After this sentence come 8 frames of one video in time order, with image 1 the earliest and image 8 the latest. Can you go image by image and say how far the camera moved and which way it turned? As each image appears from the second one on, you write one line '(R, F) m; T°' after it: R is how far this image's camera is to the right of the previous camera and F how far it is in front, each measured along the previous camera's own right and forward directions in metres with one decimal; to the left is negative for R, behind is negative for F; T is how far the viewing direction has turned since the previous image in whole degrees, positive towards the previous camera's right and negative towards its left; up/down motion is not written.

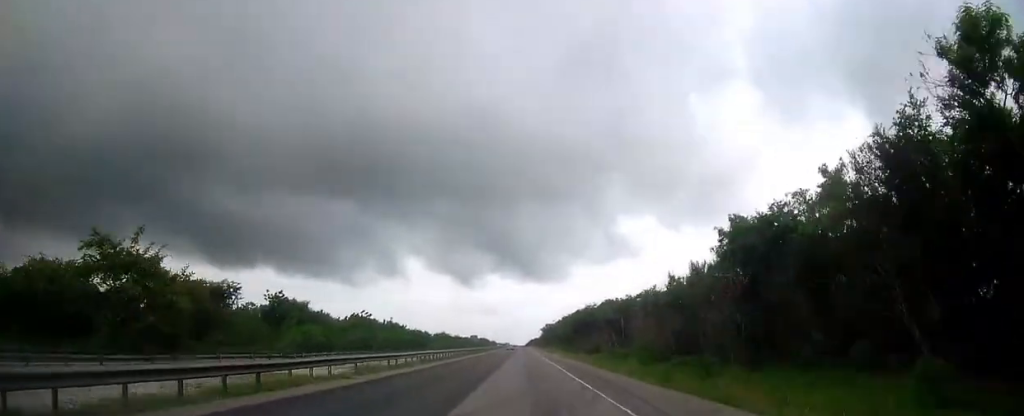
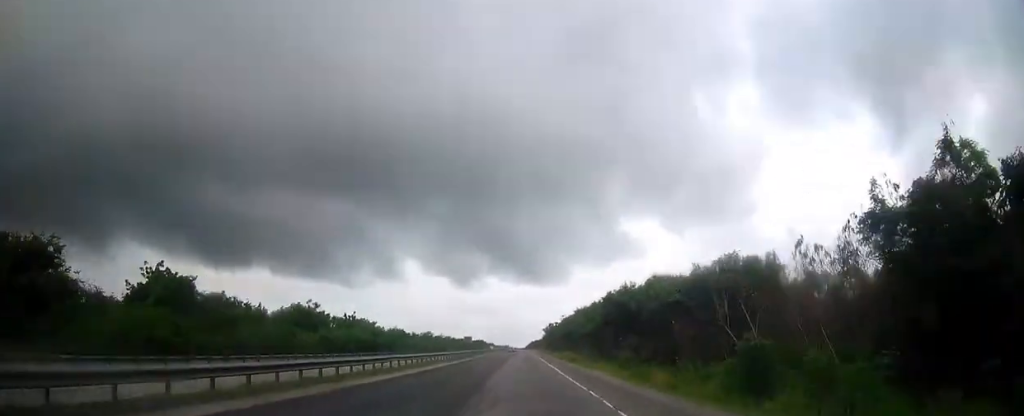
(+0.1, +36.9) m; 0°
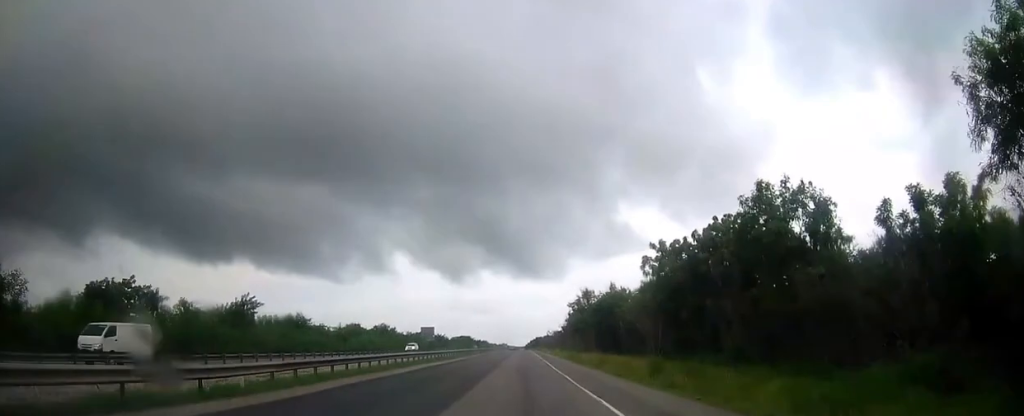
(-0.5, +139.5) m; 0°
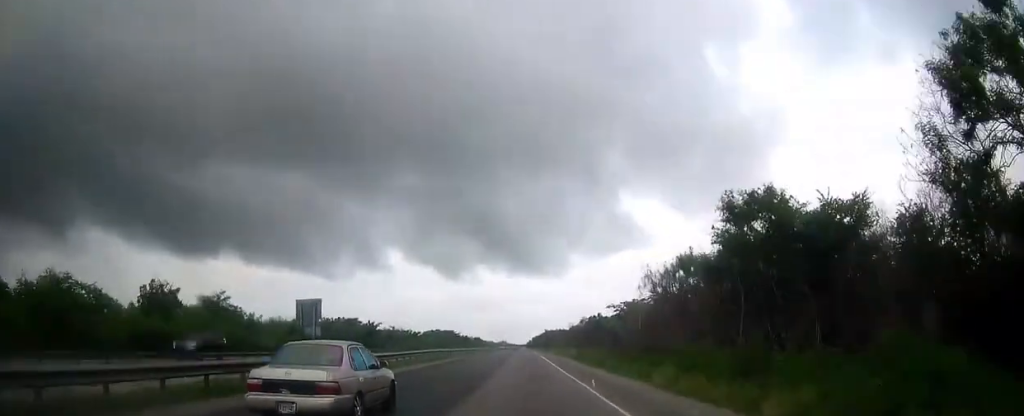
(+0.1, +109.2) m; 0°
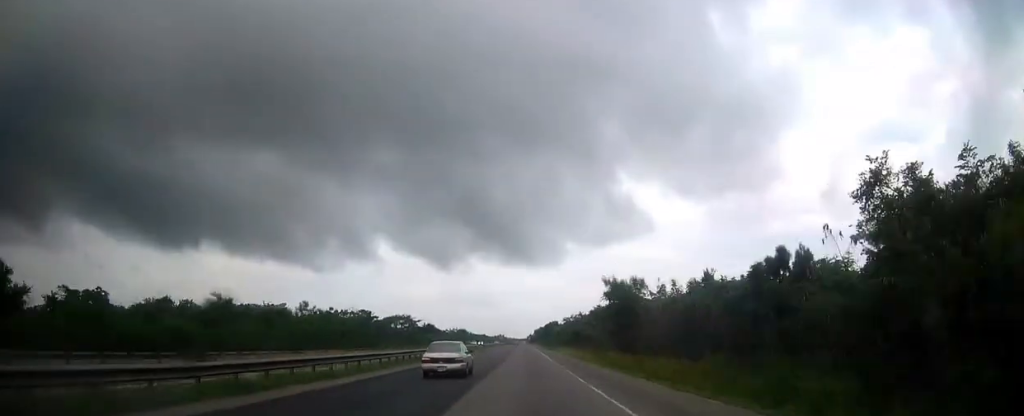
(-0.3, +123.6) m; 0°
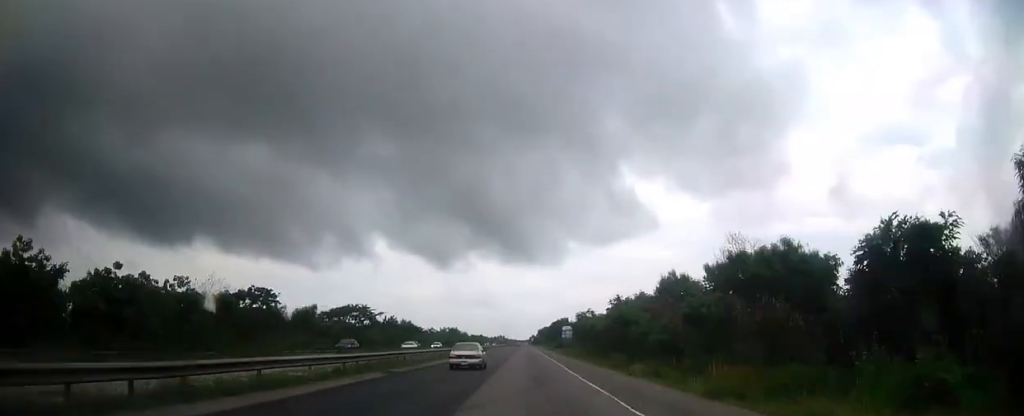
(0.0, +57.6) m; 0°
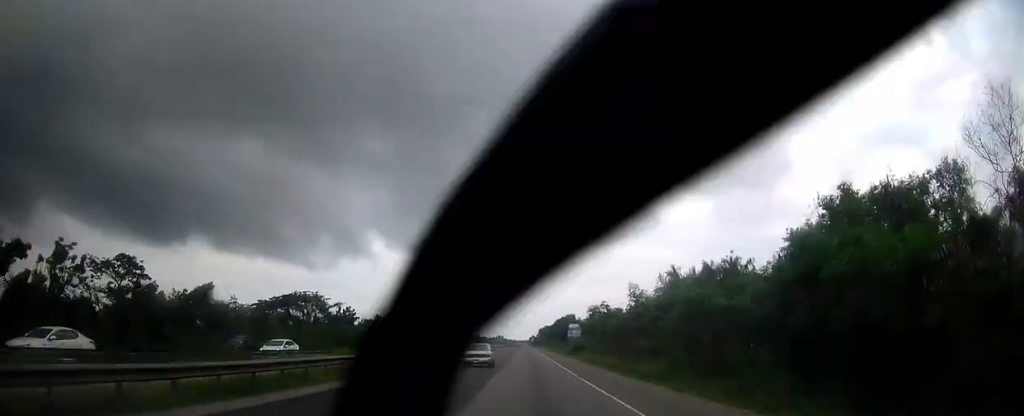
(+0.1, +34.4) m; 0°
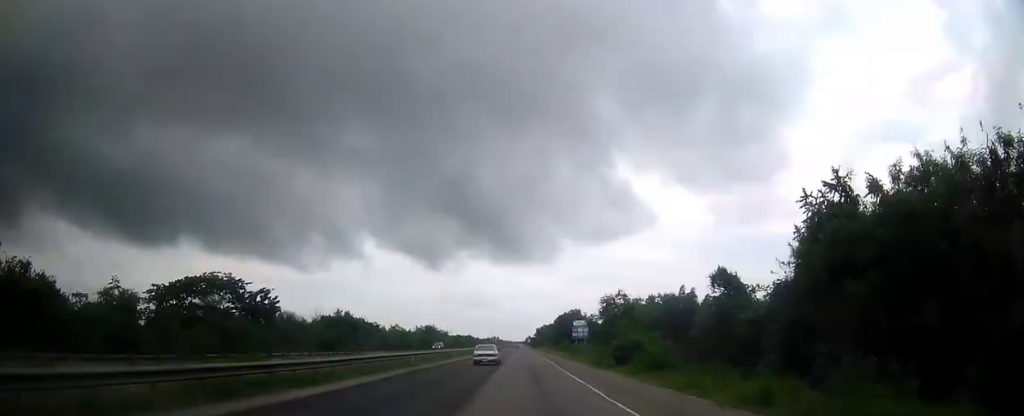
(0.0, +34.4) m; 0°
